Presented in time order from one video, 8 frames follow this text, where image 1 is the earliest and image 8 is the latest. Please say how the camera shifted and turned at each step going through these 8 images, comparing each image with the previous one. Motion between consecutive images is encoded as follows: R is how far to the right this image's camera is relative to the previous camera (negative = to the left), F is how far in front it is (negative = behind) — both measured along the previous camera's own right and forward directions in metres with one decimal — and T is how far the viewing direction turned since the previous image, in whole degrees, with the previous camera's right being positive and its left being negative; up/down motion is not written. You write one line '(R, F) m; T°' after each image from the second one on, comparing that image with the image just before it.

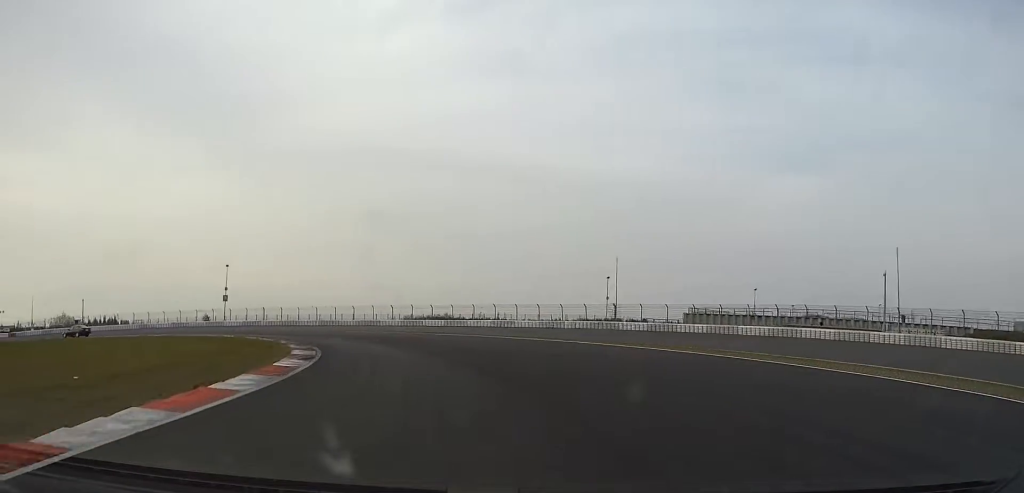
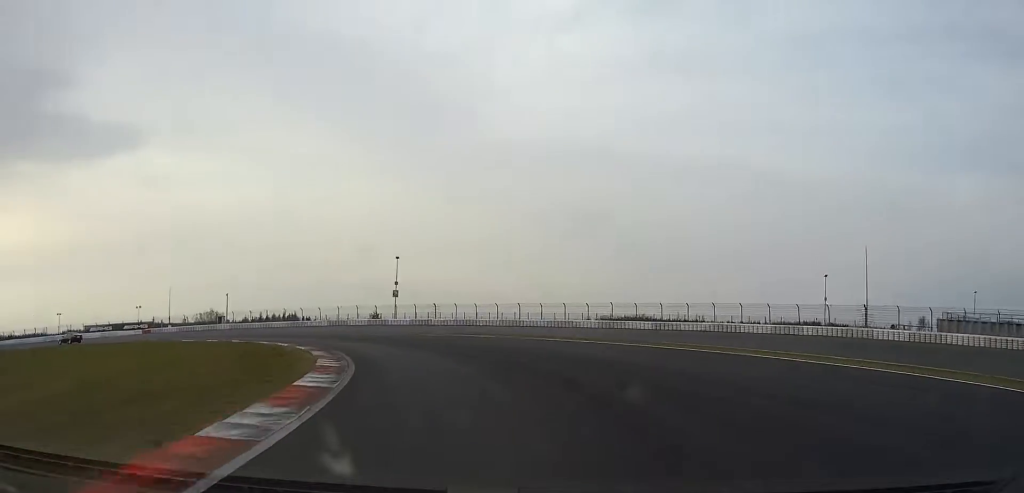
(-3.4, +20.0) m; -16°
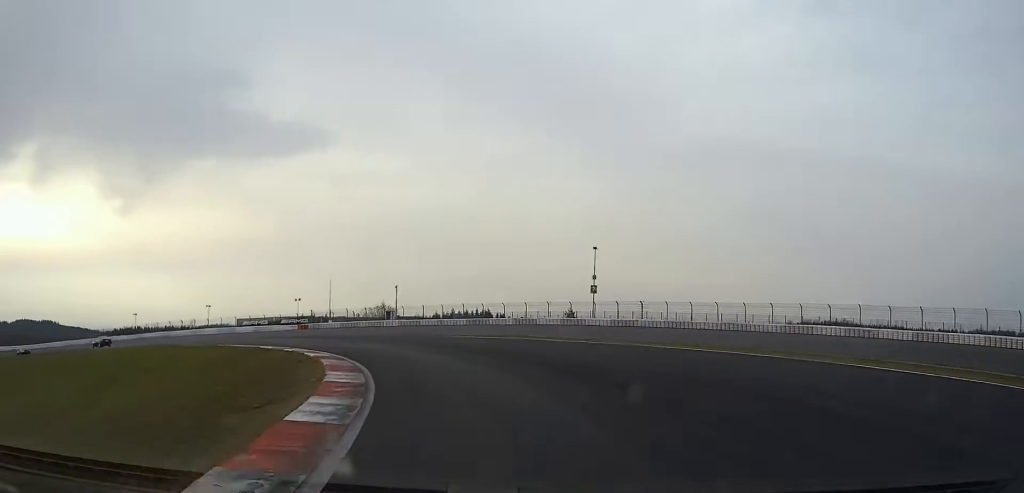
(-2.7, +19.8) m; -19°
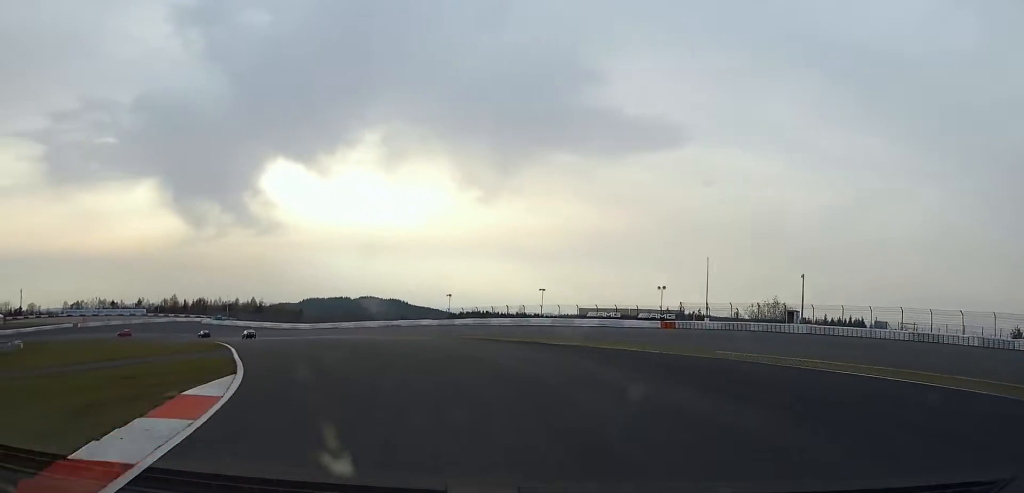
(-13.2, +36.8) m; -33°
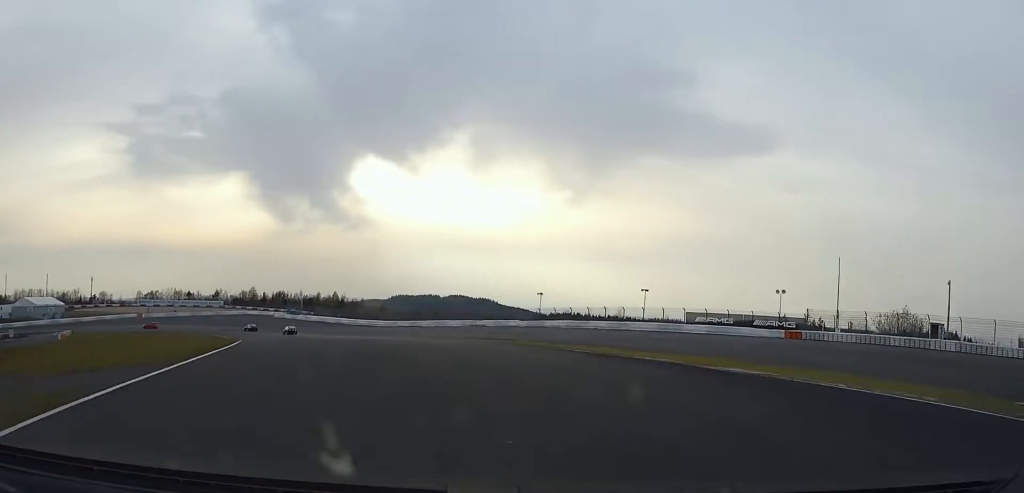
(-0.7, +13.7) m; -6°
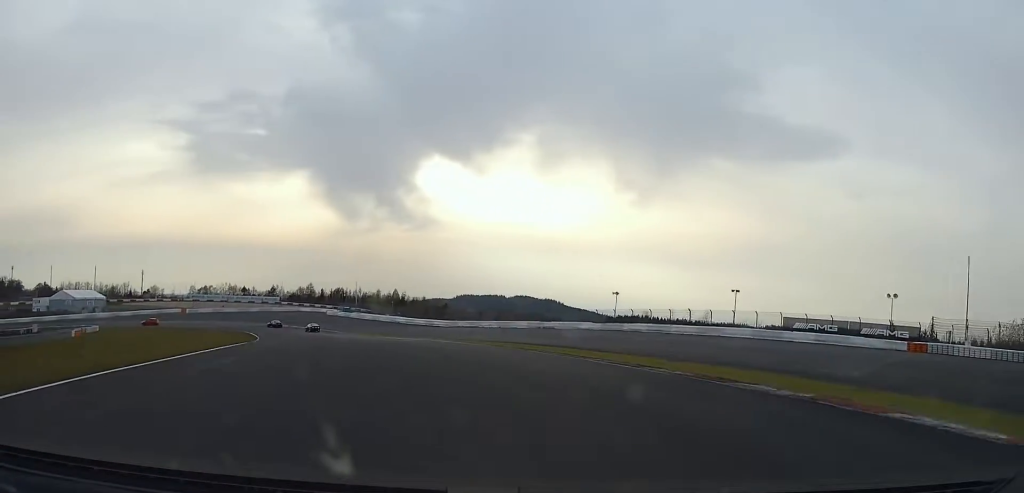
(-0.9, +13.5) m; -6°
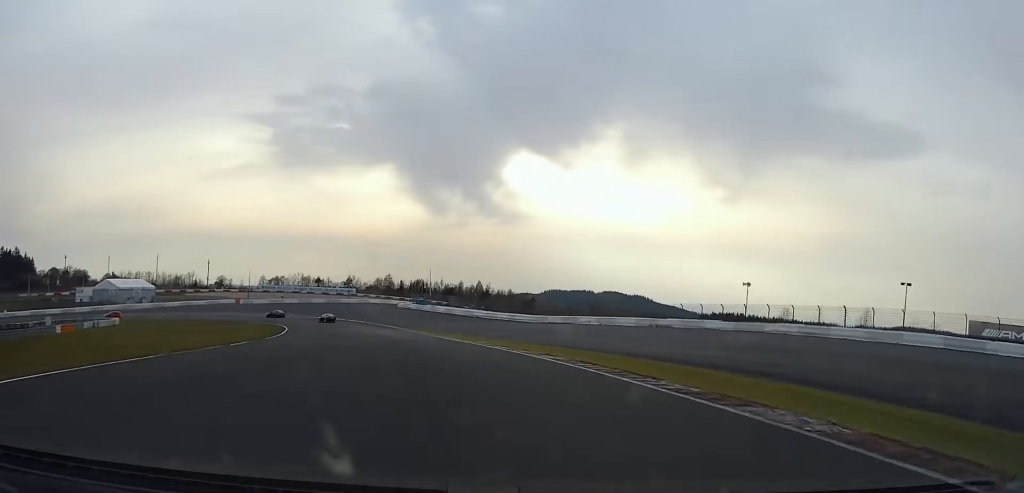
(-2.0, +23.4) m; -9°
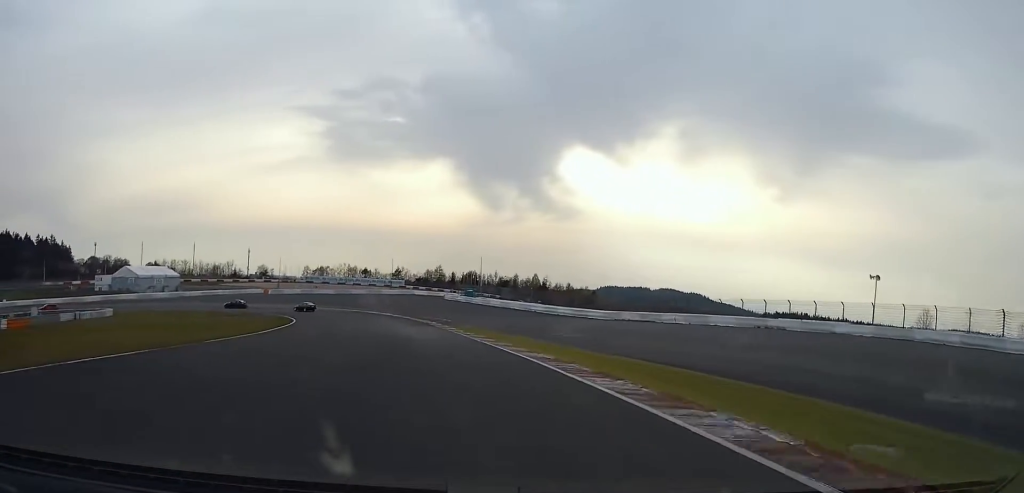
(-1.3, +20.0) m; -7°
